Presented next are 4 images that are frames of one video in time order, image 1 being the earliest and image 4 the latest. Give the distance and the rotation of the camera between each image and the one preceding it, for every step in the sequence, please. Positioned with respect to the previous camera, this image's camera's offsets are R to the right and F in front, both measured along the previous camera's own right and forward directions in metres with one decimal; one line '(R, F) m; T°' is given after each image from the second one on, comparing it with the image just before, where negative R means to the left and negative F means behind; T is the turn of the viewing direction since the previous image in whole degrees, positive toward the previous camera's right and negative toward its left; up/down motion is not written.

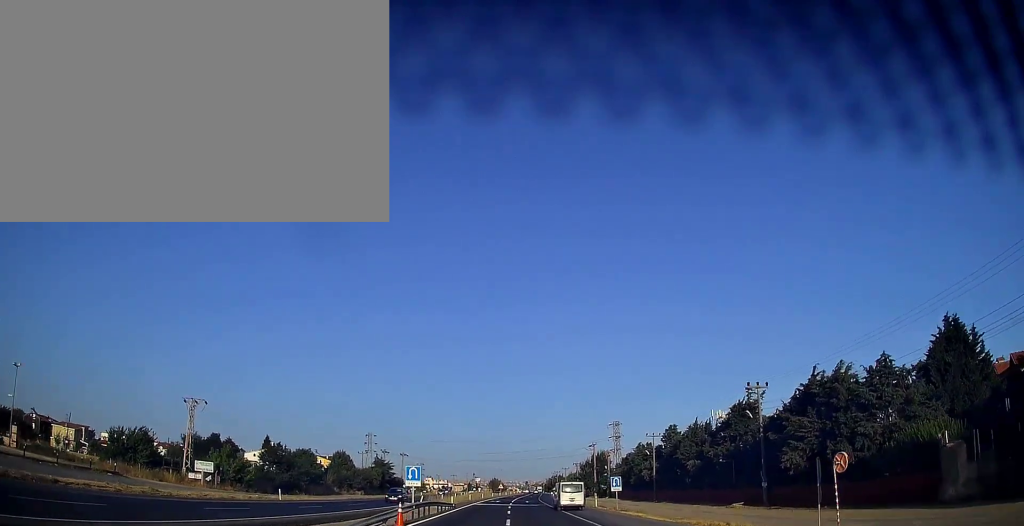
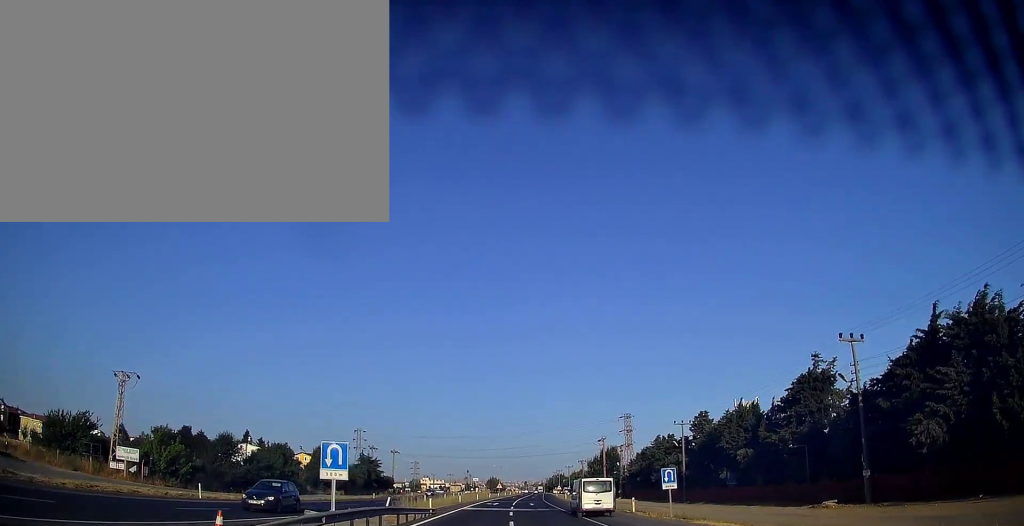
(+0.2, +15.2) m; 0°
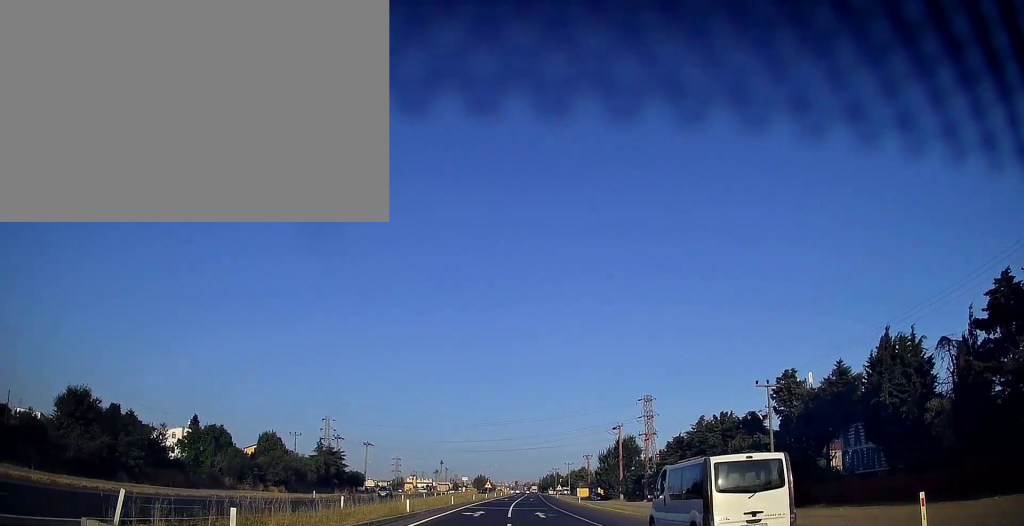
(-0.2, +25.5) m; +1°
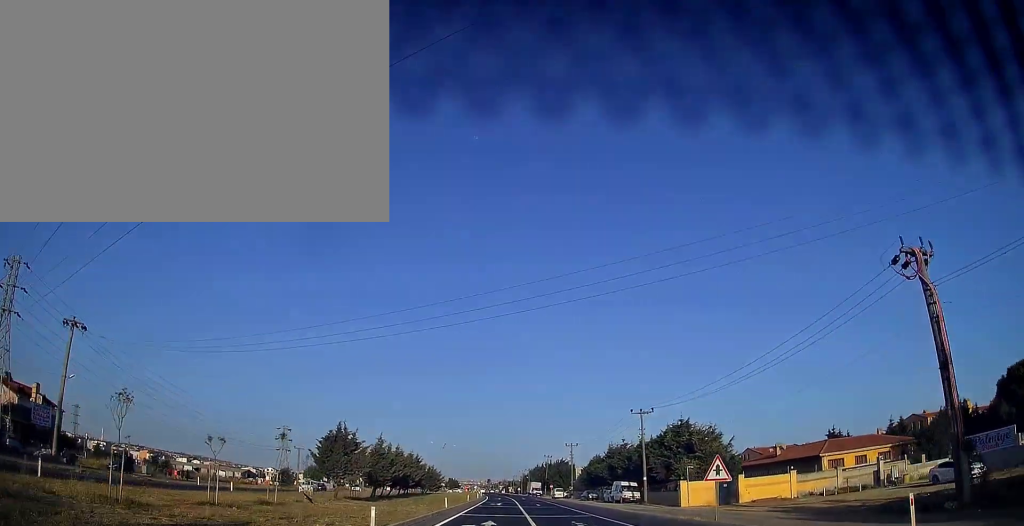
(+2.8, +111.1) m; +2°
